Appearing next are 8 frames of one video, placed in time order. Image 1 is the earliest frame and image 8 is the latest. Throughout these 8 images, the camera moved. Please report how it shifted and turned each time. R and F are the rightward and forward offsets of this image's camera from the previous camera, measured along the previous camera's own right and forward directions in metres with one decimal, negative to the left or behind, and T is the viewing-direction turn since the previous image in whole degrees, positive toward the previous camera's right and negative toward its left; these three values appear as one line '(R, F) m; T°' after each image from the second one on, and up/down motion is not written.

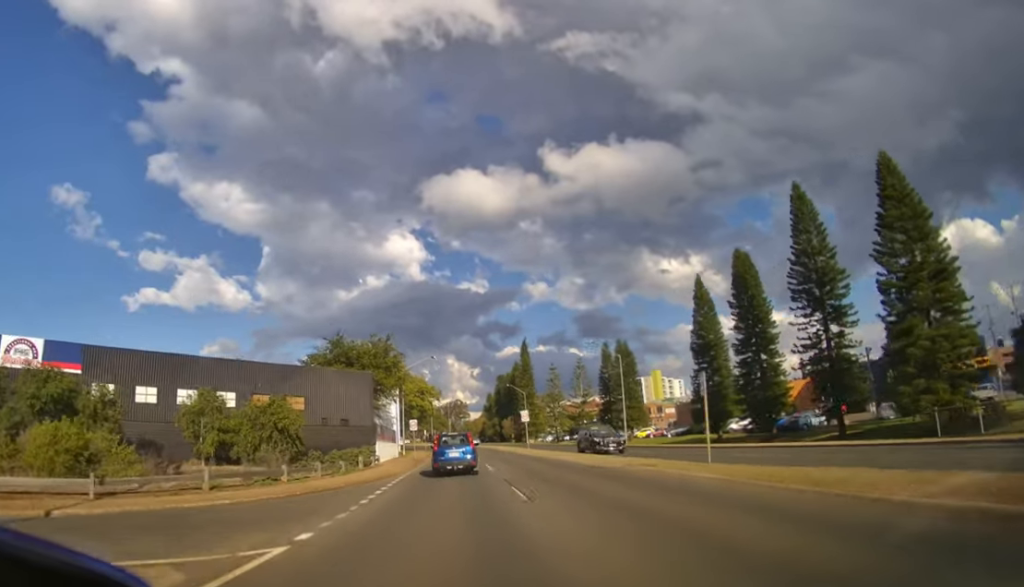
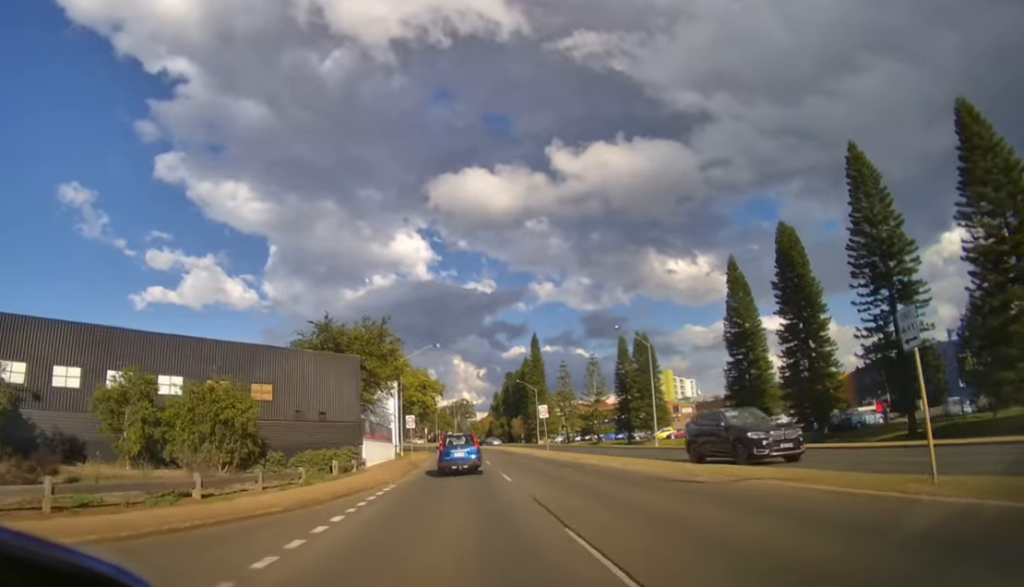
(0.0, +7.2) m; 0°
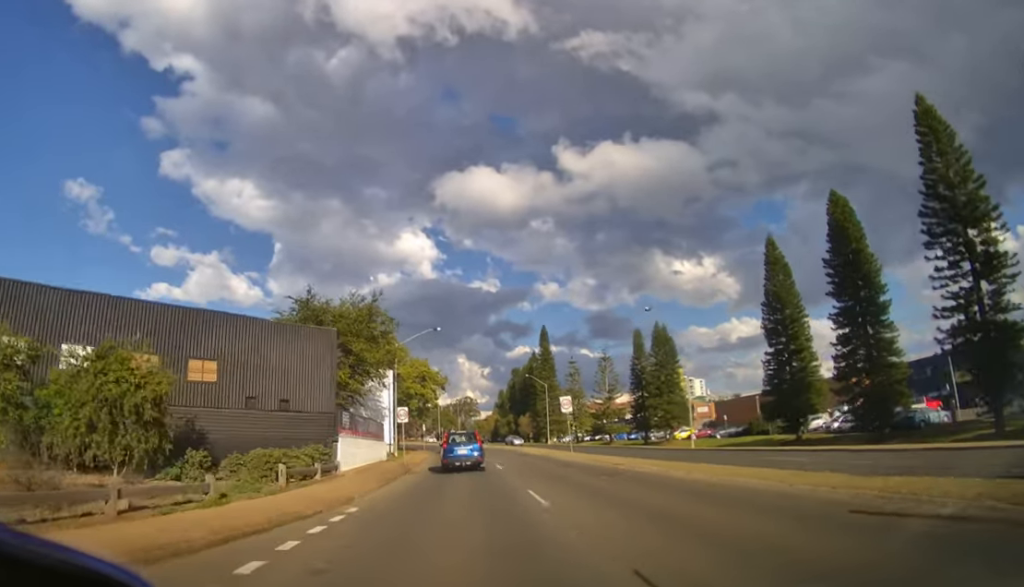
(0.0, +7.4) m; -1°
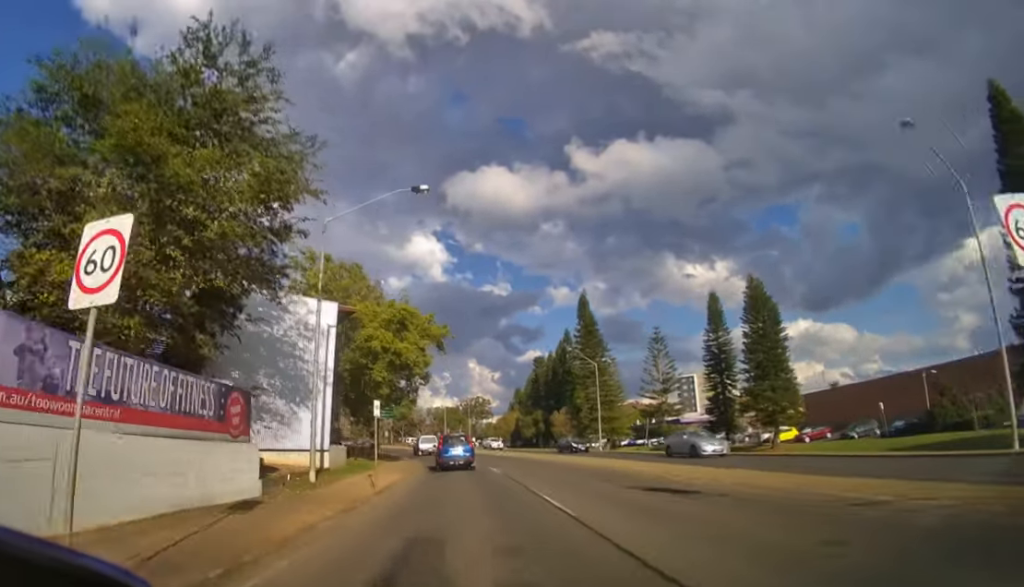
(-0.4, +27.8) m; -2°
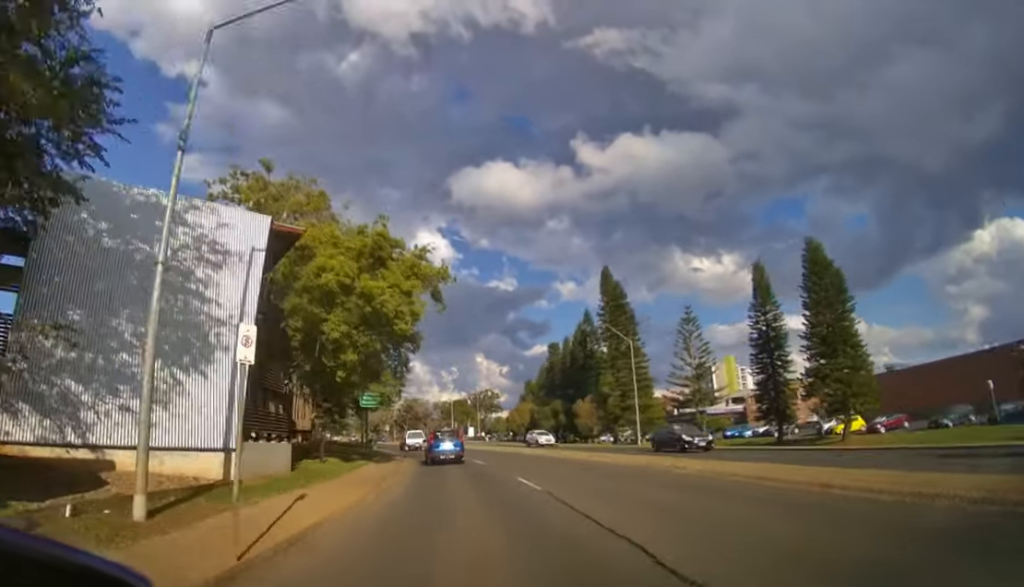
(0.0, +10.0) m; -1°
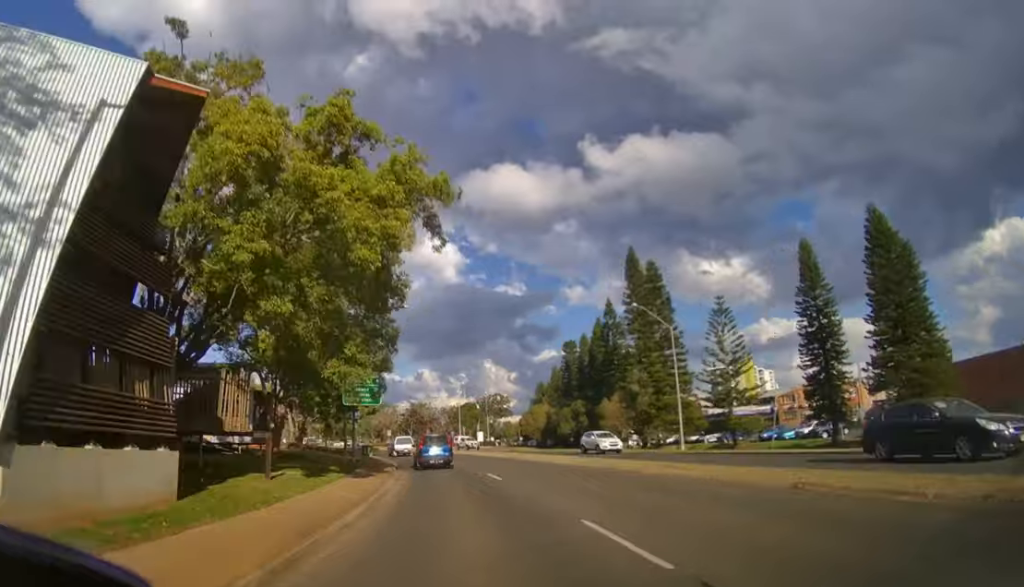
(-0.1, +6.9) m; -1°
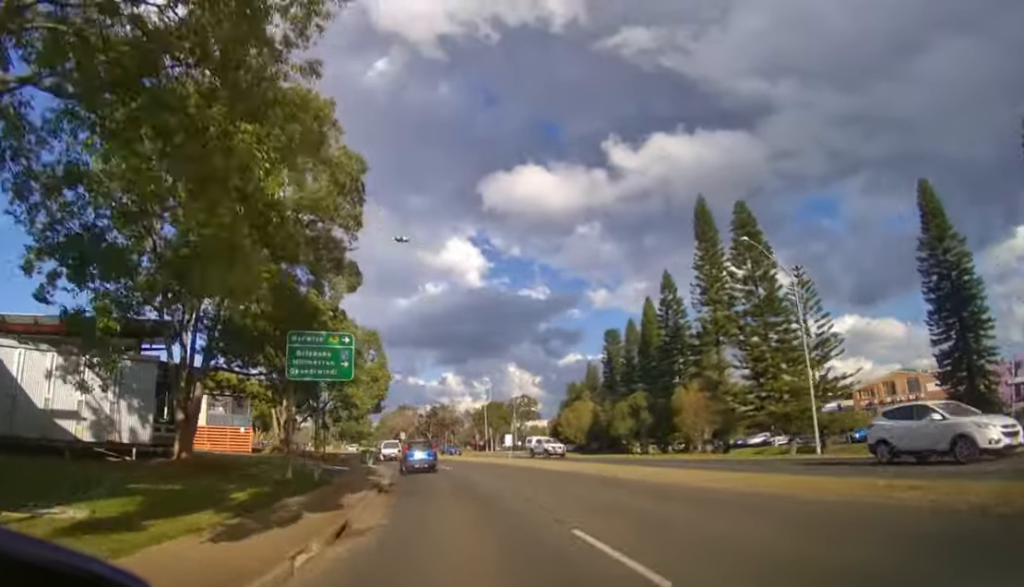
(-0.2, +11.0) m; -2°
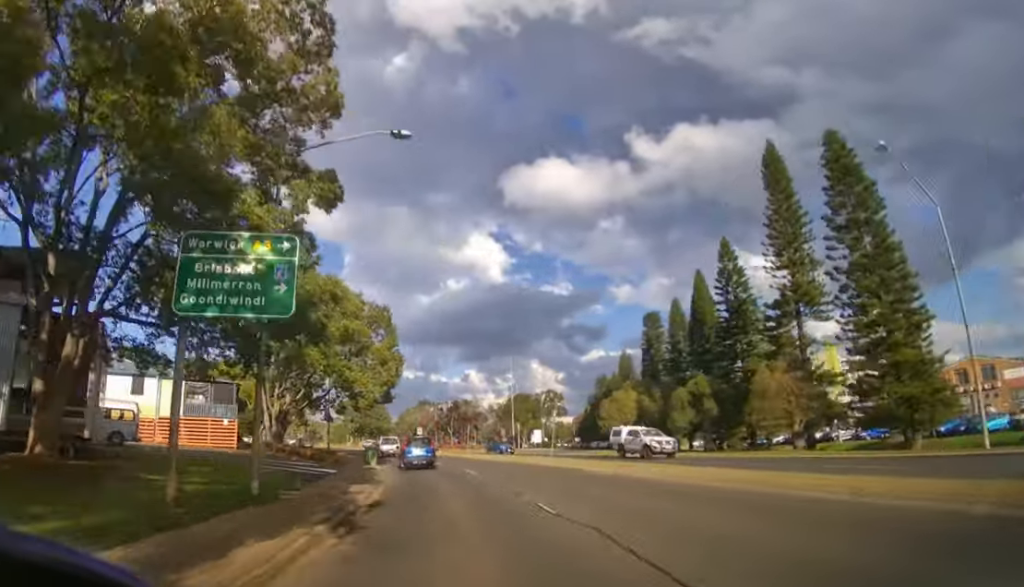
(-0.1, +6.5) m; -2°
